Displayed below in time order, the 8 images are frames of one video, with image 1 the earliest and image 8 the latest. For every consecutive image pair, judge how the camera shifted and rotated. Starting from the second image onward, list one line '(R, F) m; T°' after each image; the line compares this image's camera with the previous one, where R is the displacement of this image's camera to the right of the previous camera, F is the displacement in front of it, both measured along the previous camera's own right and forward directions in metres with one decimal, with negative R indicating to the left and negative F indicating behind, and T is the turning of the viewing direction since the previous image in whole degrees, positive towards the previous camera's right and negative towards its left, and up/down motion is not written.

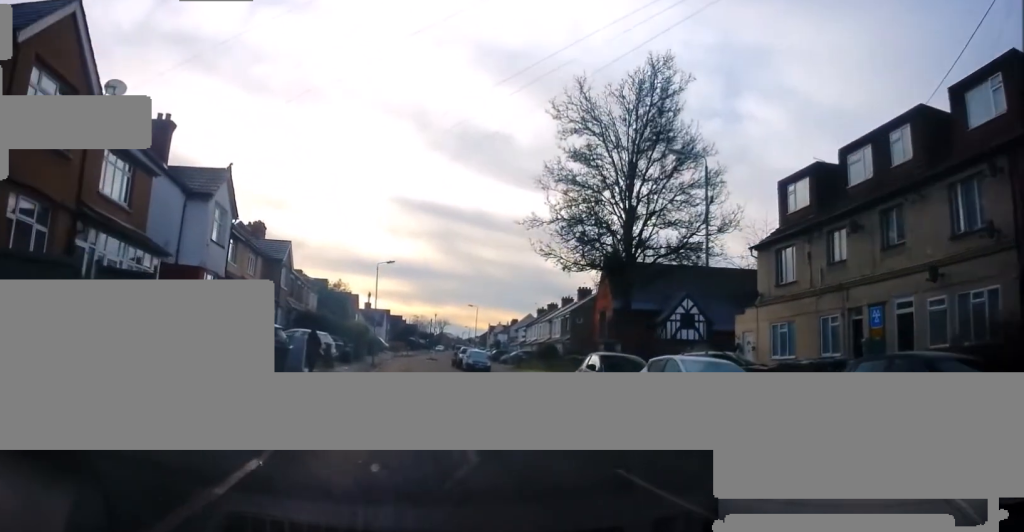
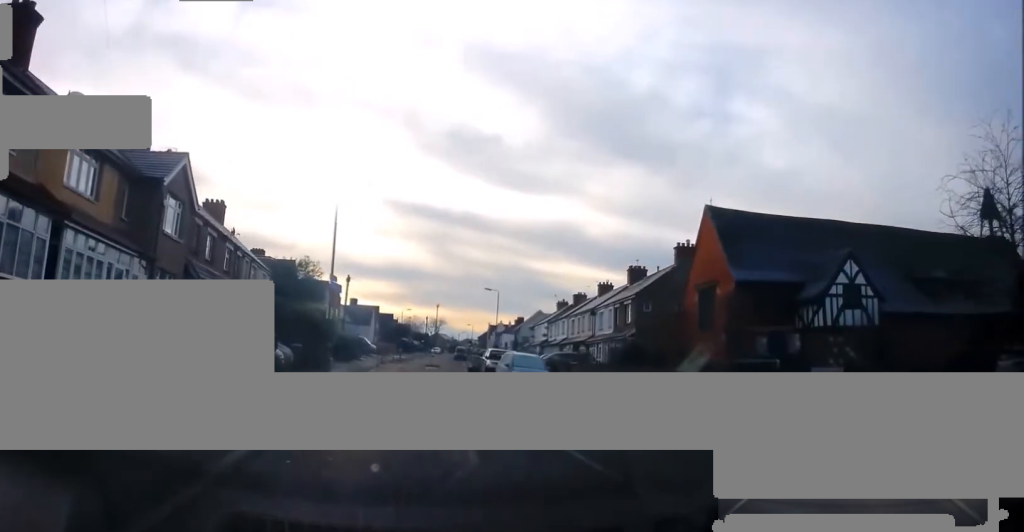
(+0.6, +21.8) m; -2°
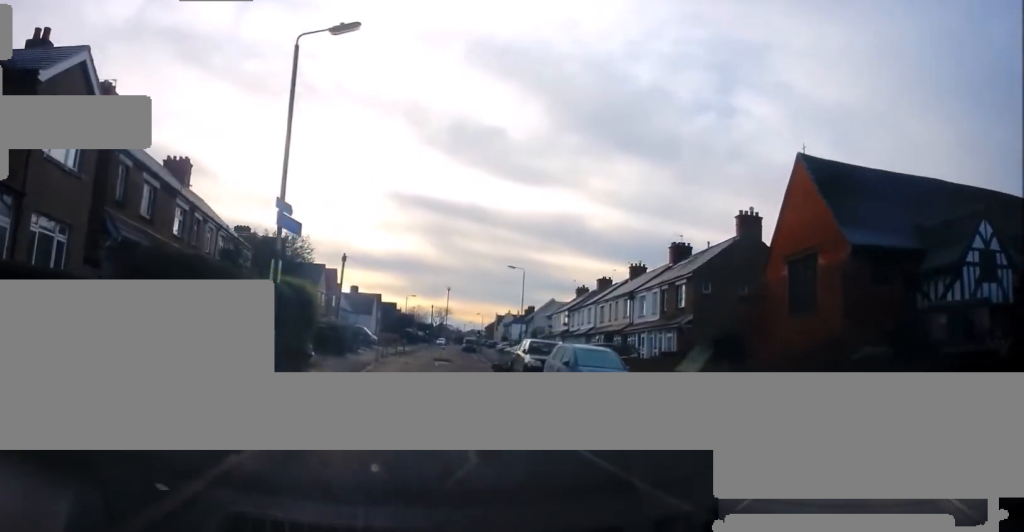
(-0.3, +9.3) m; +1°
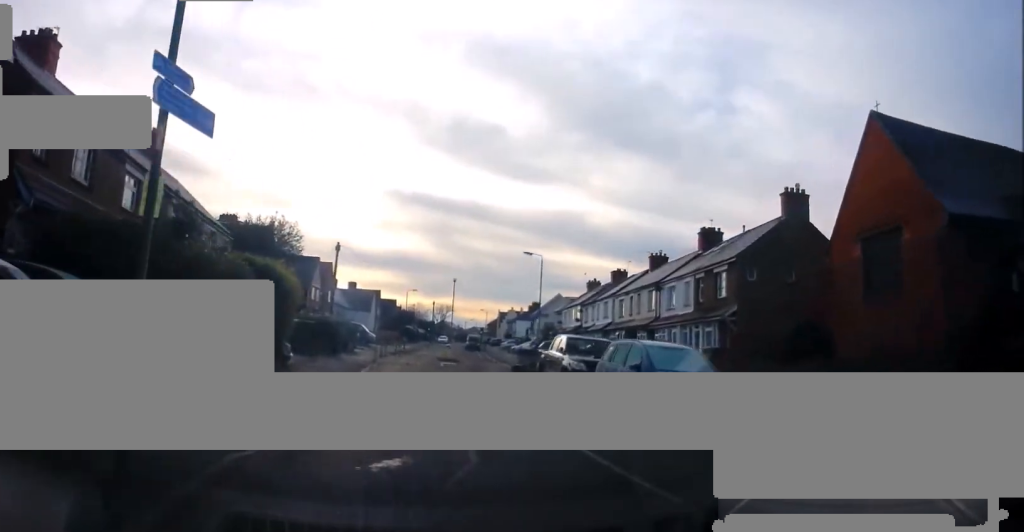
(+0.2, +5.3) m; +1°
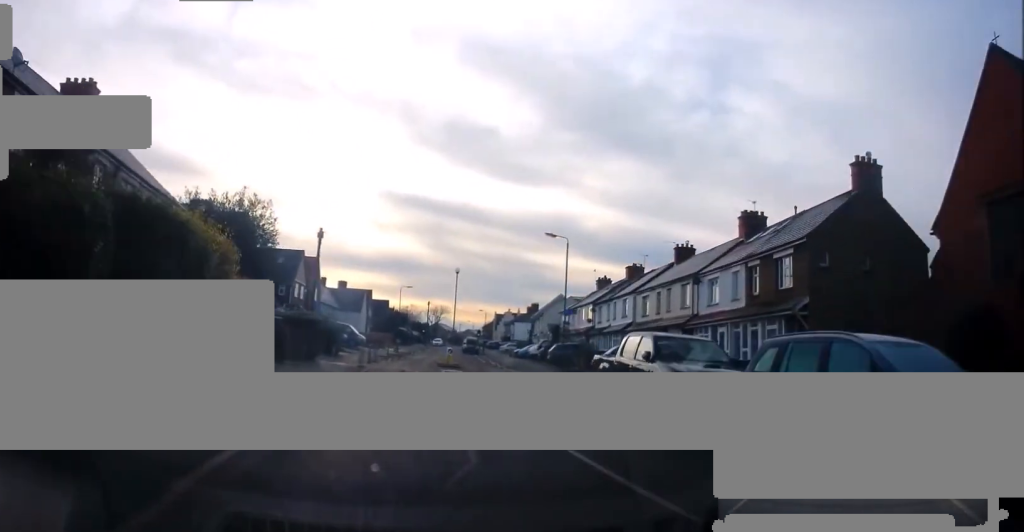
(+0.3, +7.0) m; 0°
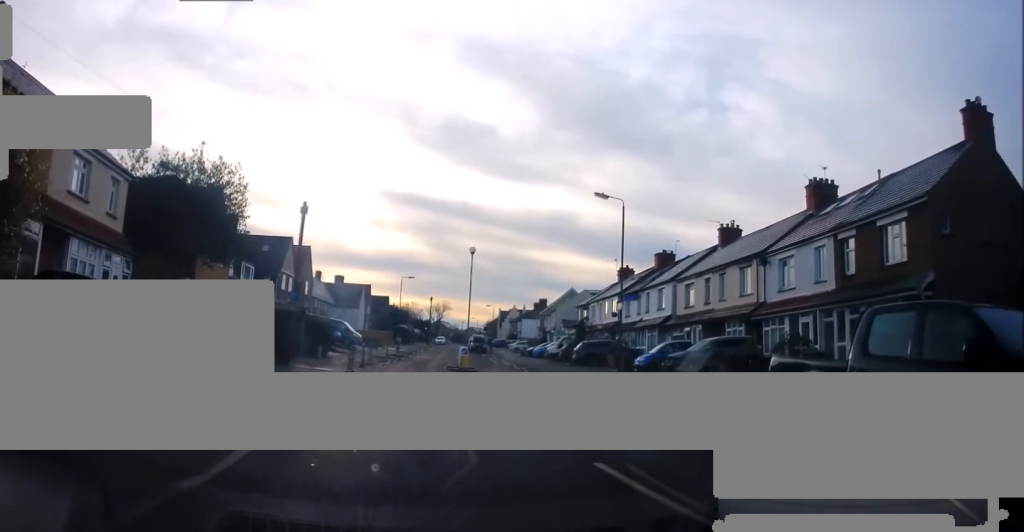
(-0.4, +7.7) m; -1°
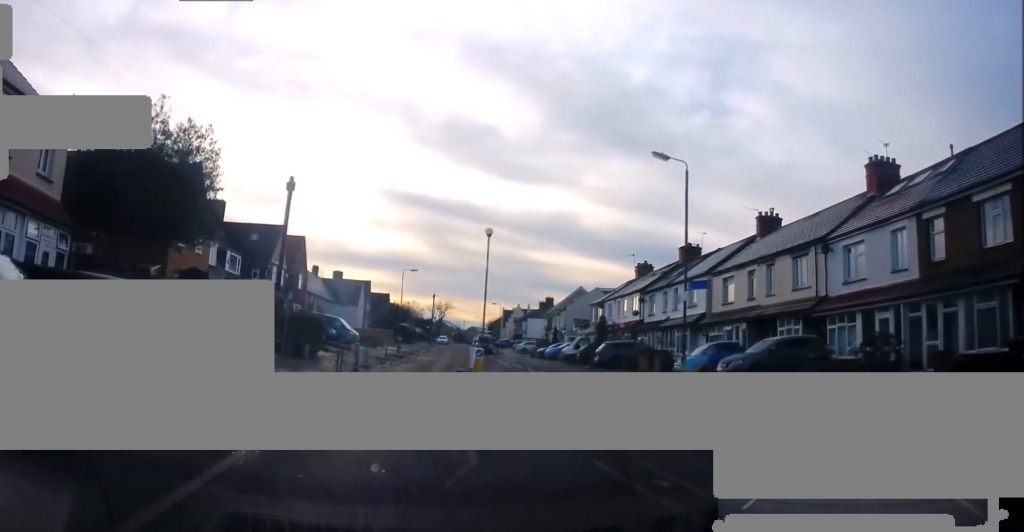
(+0.2, +5.0) m; +1°
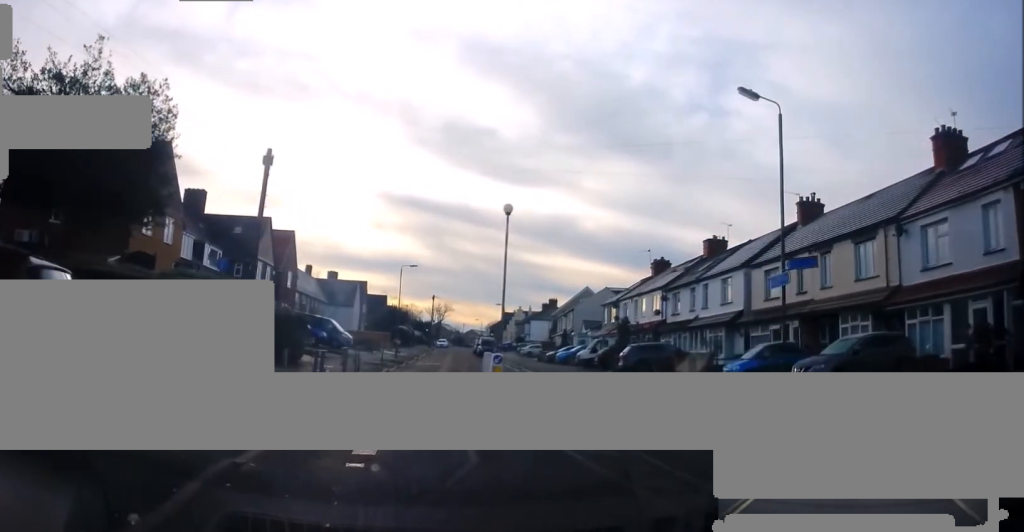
(+0.1, +4.9) m; +1°
